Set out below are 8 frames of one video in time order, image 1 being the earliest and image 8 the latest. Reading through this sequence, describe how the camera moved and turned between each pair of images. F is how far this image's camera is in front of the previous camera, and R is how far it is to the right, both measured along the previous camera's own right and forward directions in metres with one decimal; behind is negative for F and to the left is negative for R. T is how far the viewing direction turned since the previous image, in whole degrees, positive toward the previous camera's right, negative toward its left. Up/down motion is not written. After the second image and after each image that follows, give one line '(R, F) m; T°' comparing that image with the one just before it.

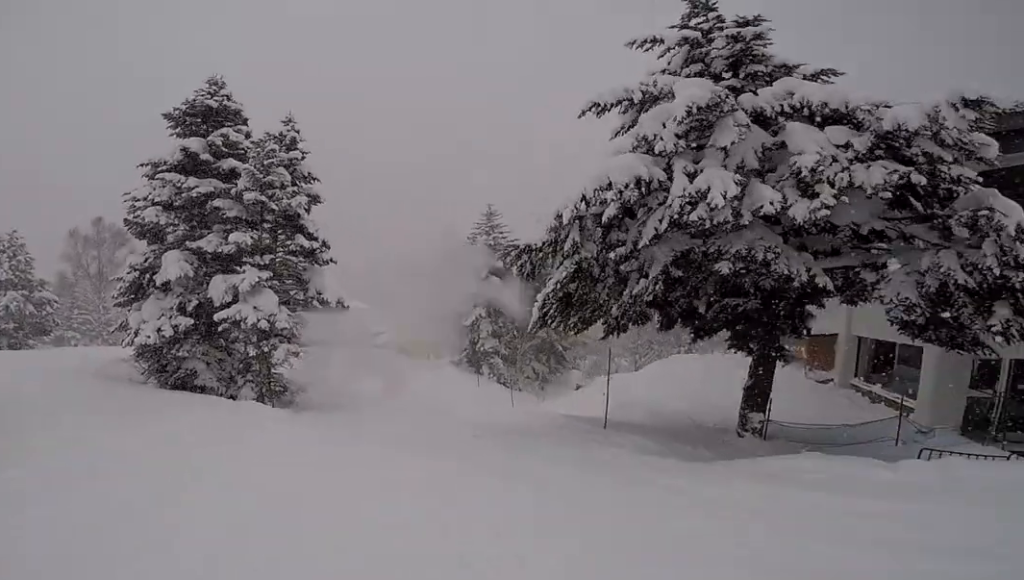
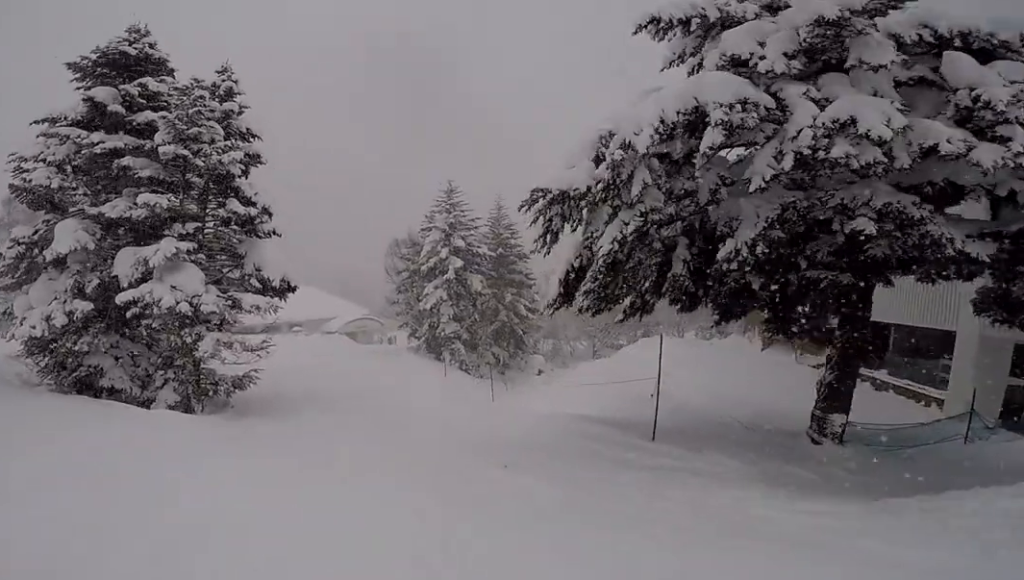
(+0.1, +2.6) m; 0°
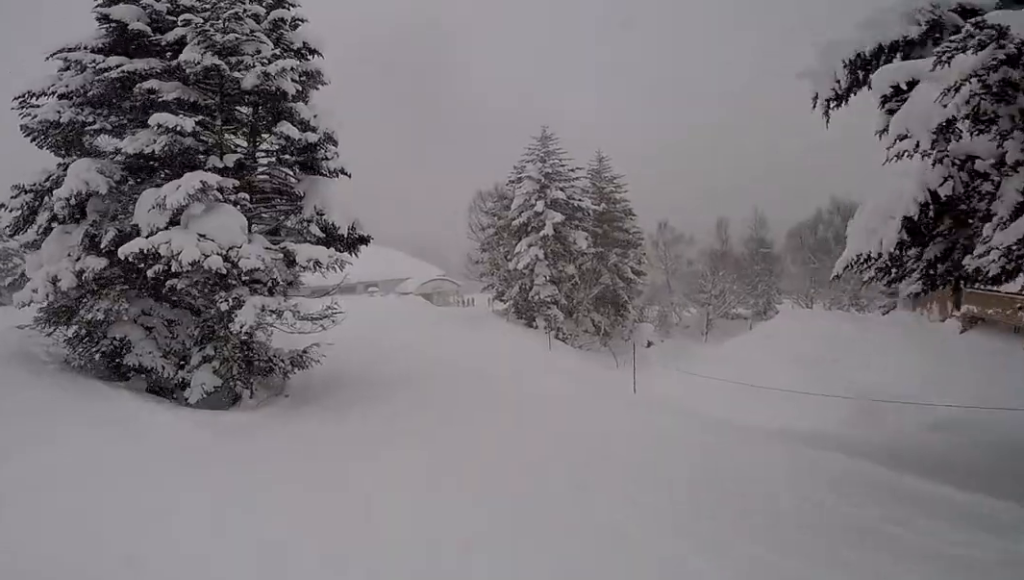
(0.0, +3.5) m; -6°
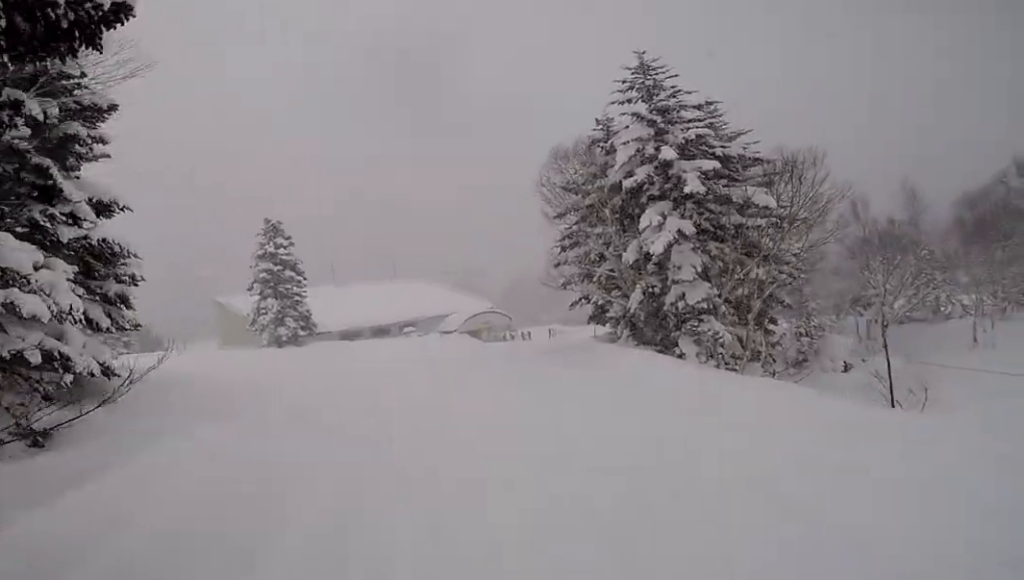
(-1.4, +10.5) m; +1°
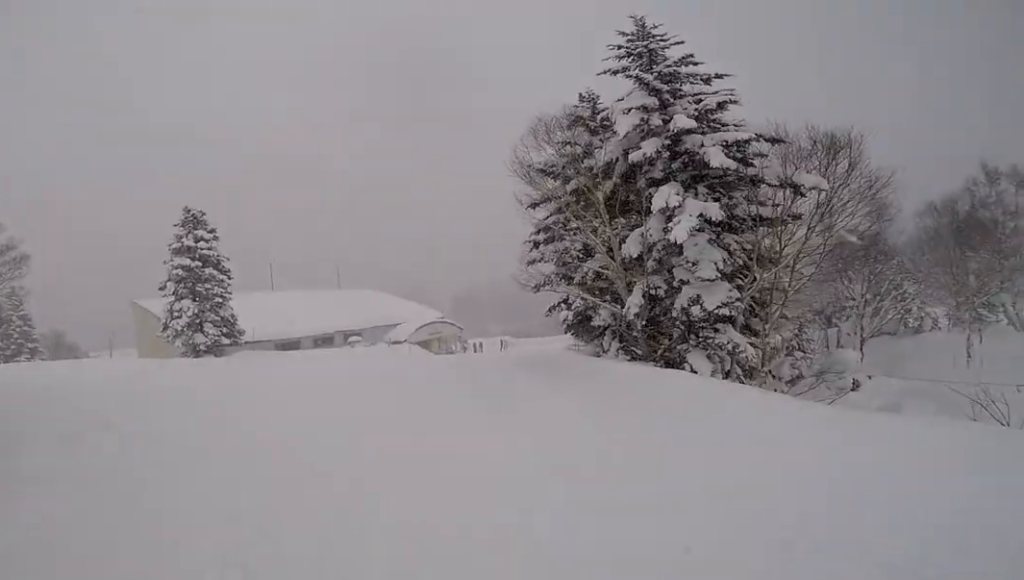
(+0.5, +3.7) m; +7°
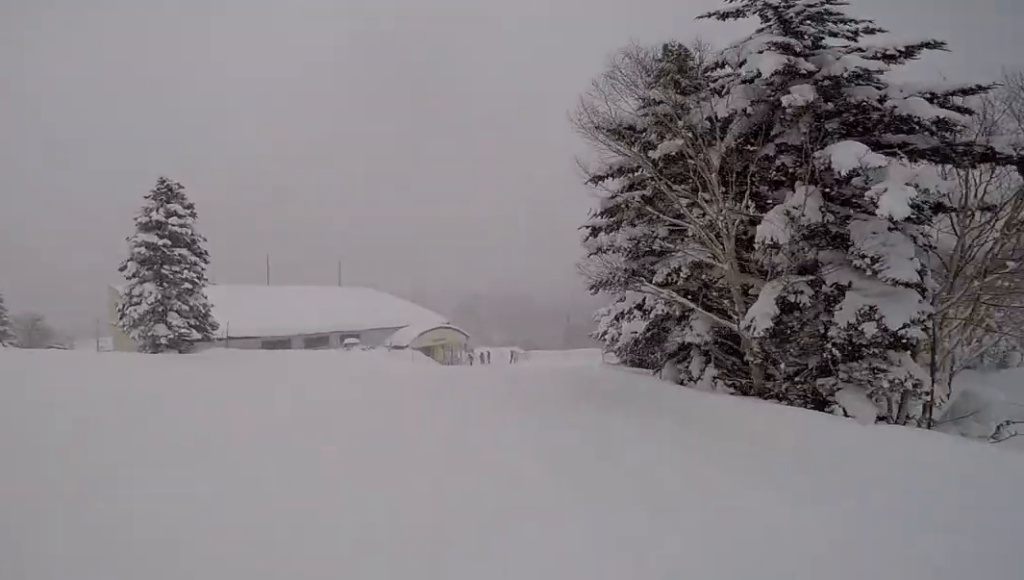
(0.0, +4.5) m; 0°
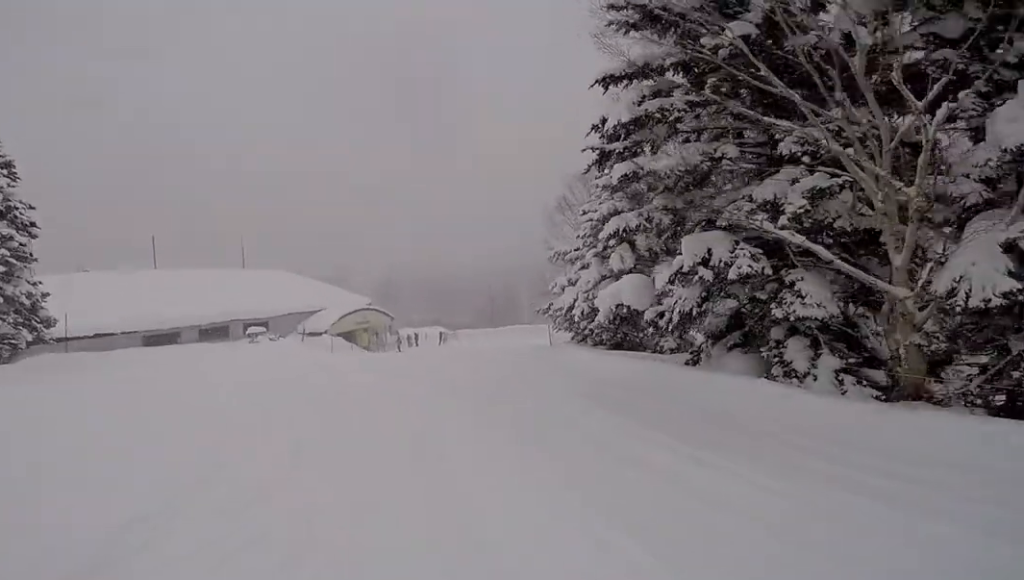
(0.0, +5.4) m; 0°
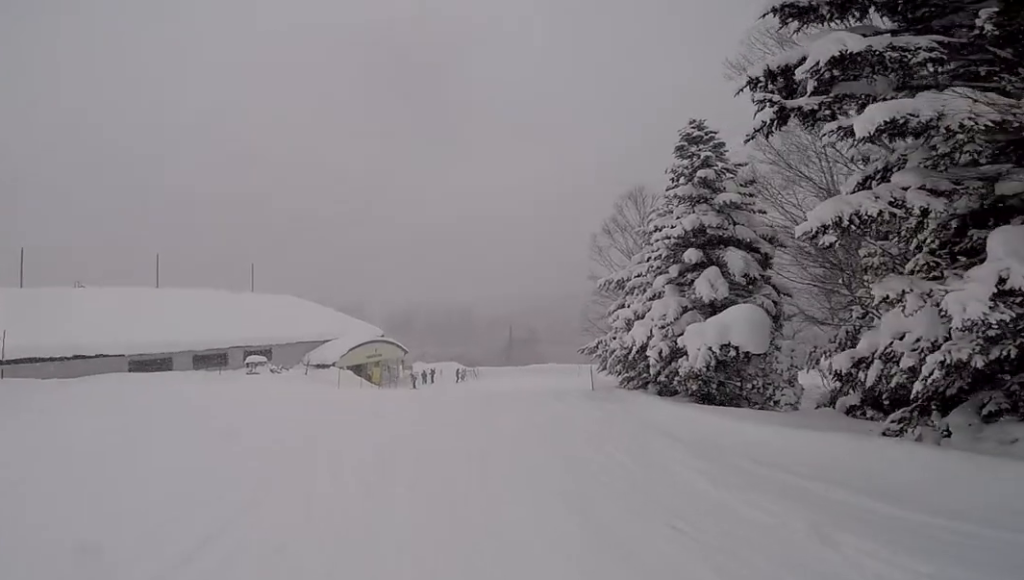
(0.0, +4.1) m; 0°
